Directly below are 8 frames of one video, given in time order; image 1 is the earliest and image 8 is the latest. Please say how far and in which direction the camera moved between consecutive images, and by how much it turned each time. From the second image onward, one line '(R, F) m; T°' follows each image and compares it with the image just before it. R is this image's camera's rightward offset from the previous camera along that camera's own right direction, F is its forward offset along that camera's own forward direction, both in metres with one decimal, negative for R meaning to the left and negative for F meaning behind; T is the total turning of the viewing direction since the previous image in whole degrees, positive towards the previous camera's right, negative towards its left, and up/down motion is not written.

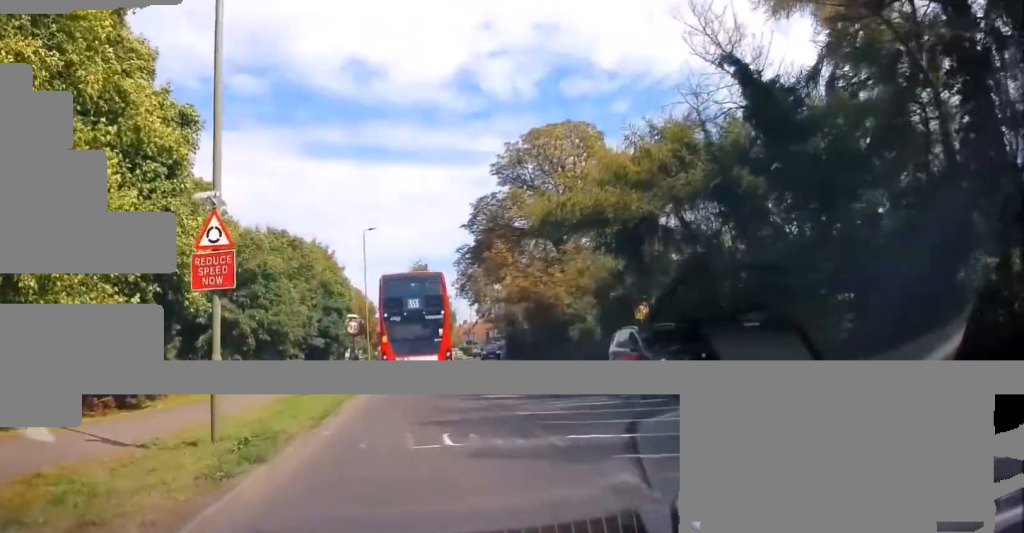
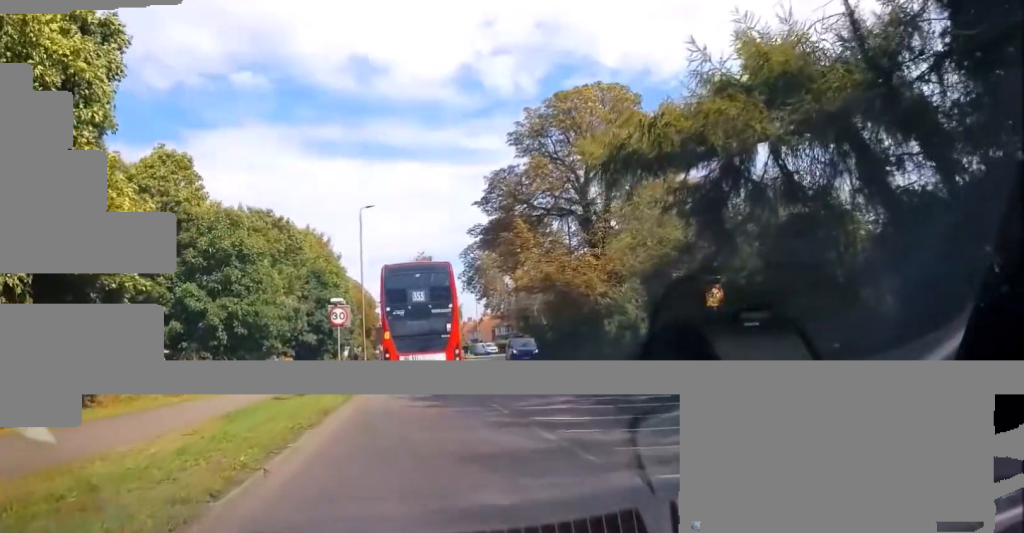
(-0.1, +7.9) m; -1°
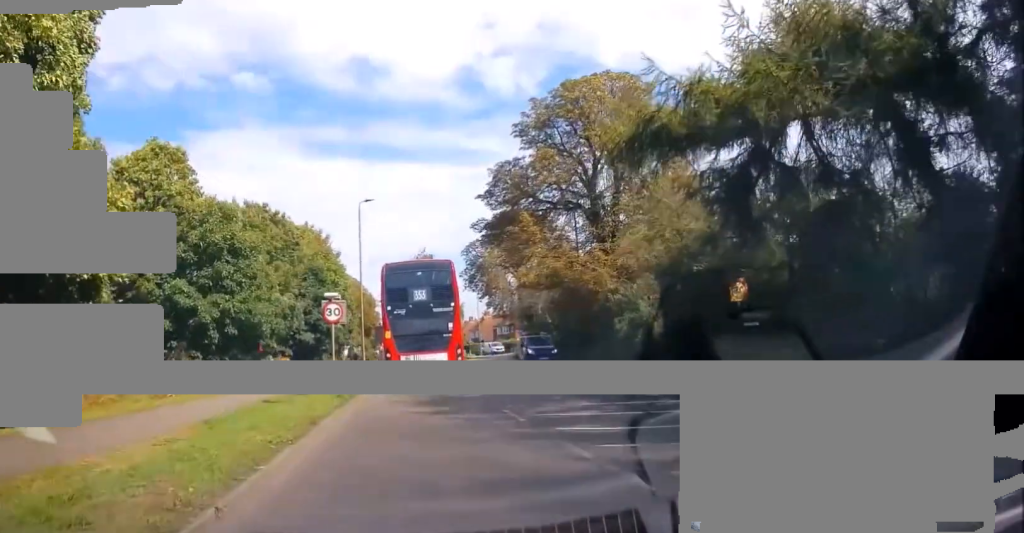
(0.0, +2.0) m; -1°
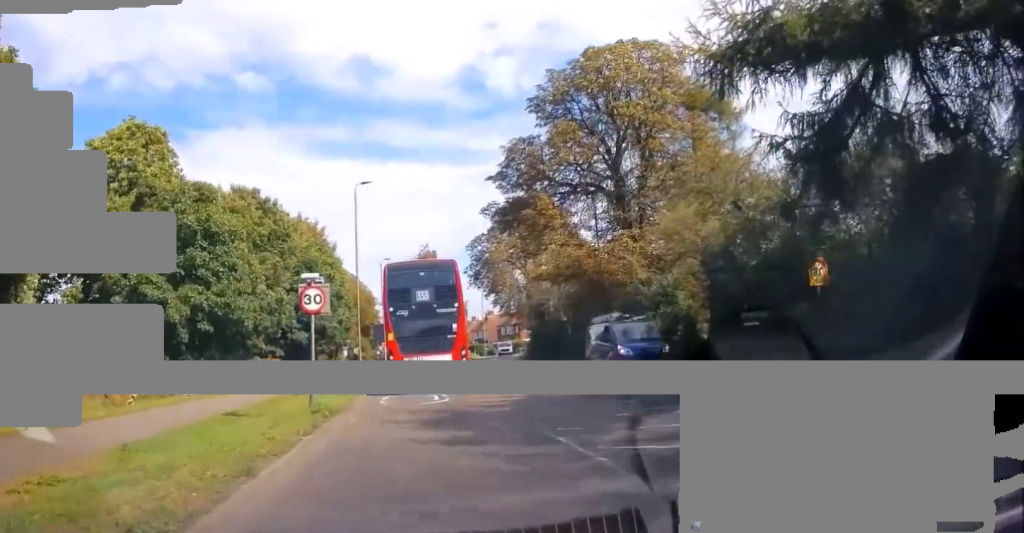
(-0.1, +4.8) m; 0°
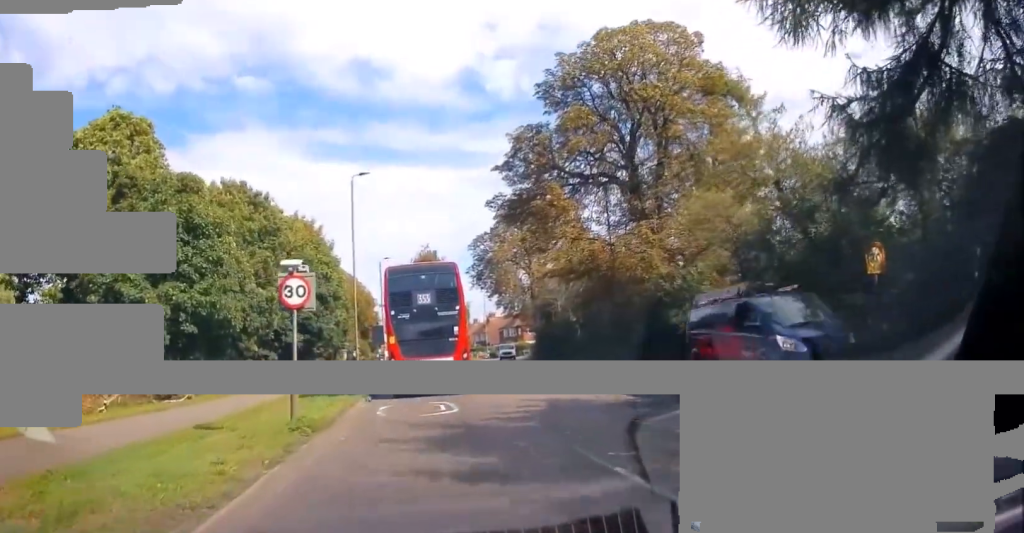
(0.0, +2.8) m; +1°
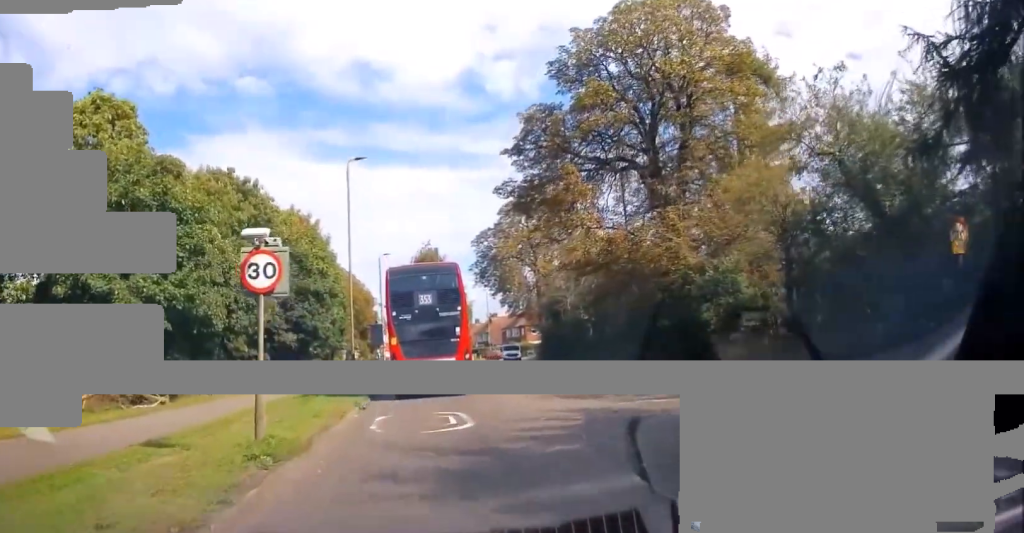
(+0.1, +3.1) m; 0°
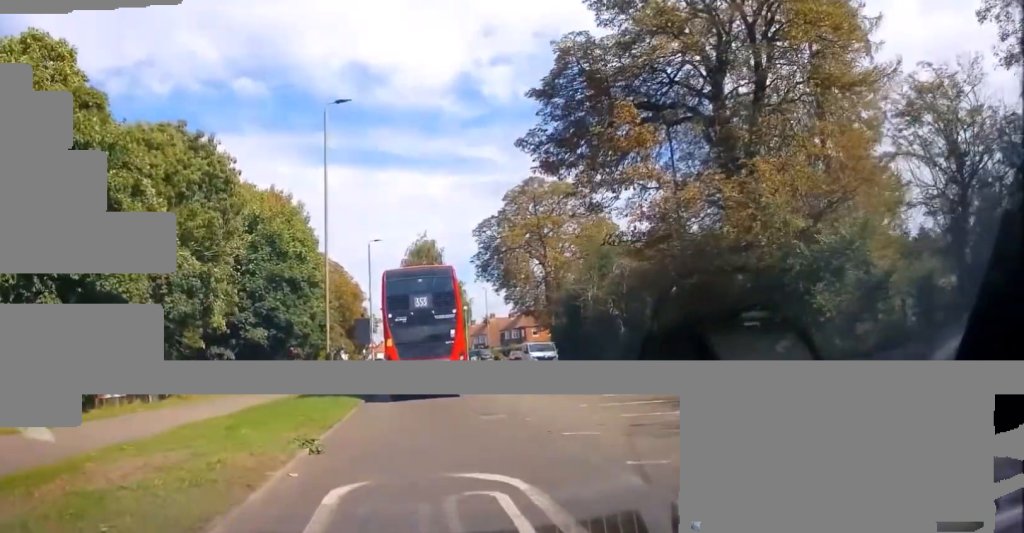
(-0.6, +7.8) m; -2°
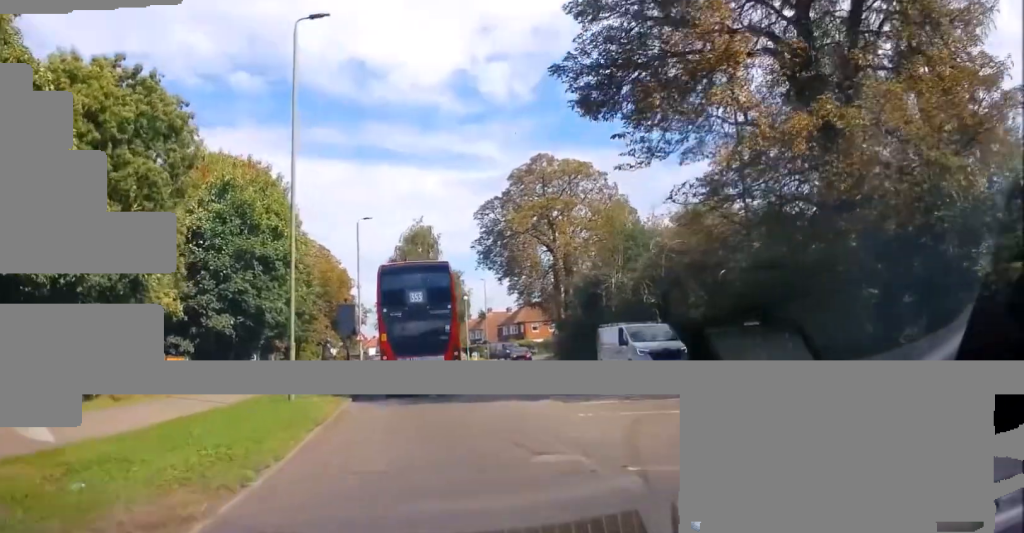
(+0.6, +6.6) m; +3°
